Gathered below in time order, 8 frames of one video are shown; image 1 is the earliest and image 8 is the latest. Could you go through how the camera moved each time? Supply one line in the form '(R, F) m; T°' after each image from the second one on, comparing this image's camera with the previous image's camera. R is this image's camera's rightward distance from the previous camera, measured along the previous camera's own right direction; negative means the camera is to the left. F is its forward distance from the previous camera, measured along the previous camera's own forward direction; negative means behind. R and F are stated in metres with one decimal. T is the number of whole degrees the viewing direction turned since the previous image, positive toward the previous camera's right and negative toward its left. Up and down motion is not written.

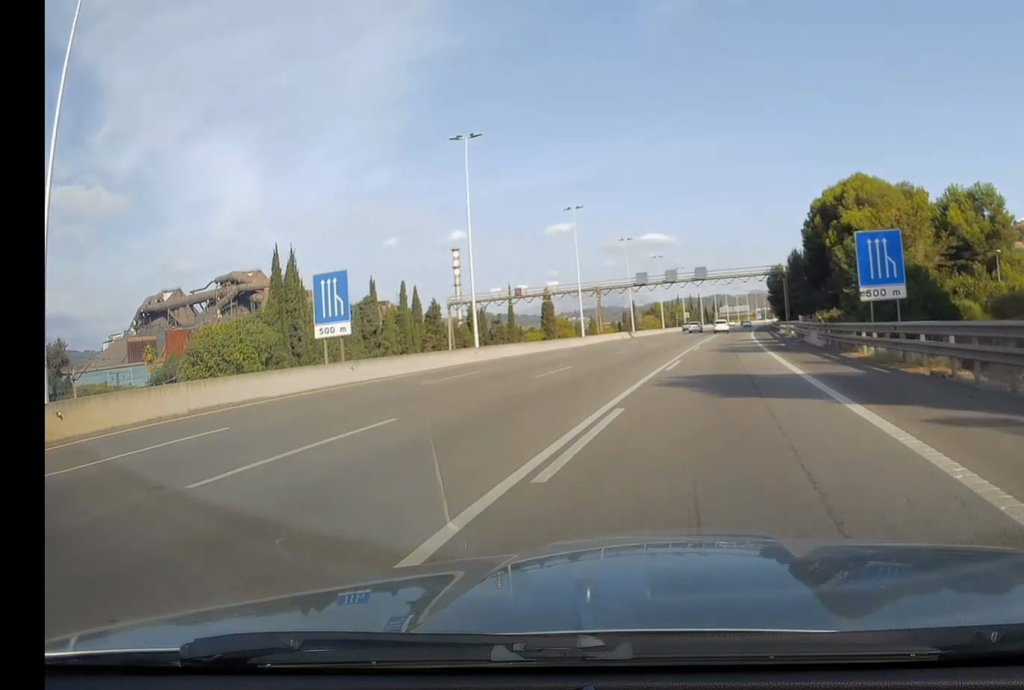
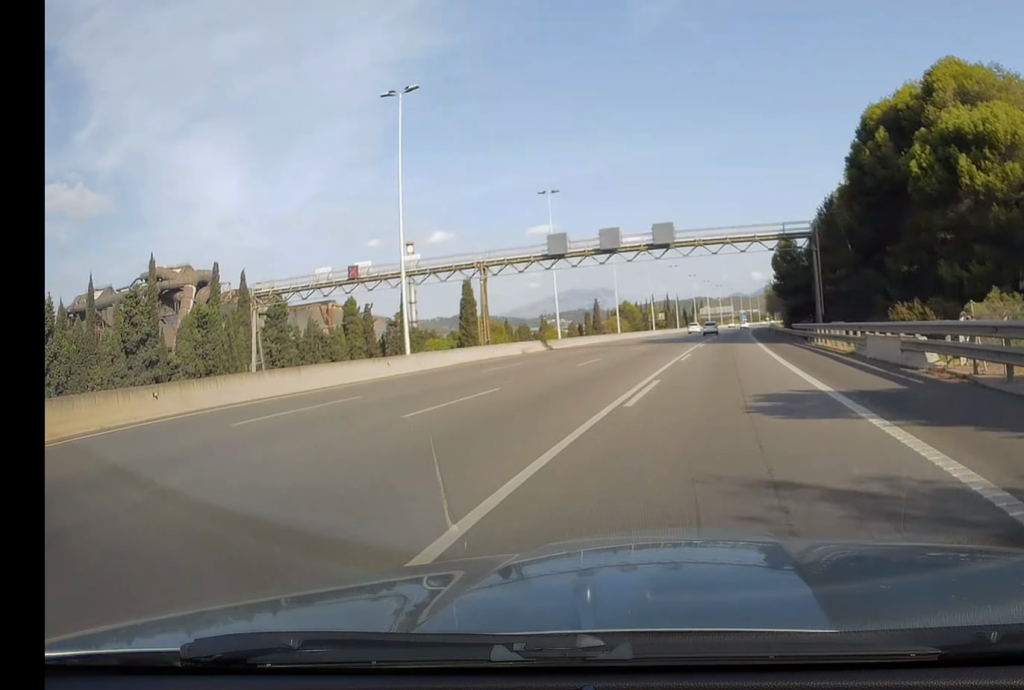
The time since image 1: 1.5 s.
(+0.4, +44.8) m; +1°
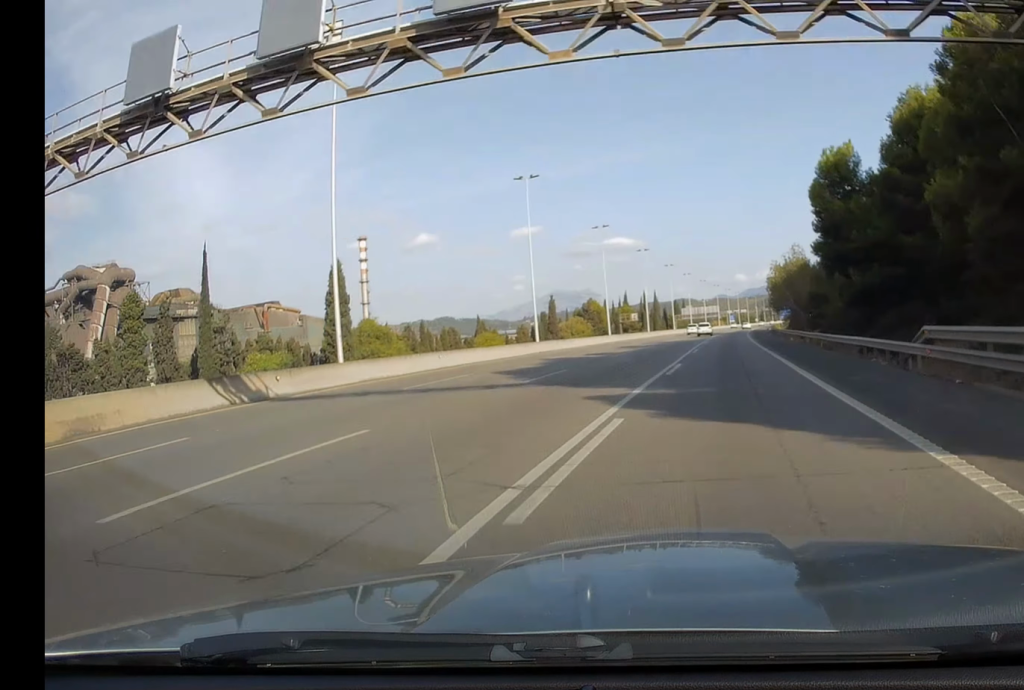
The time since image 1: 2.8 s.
(+0.5, +41.5) m; +1°
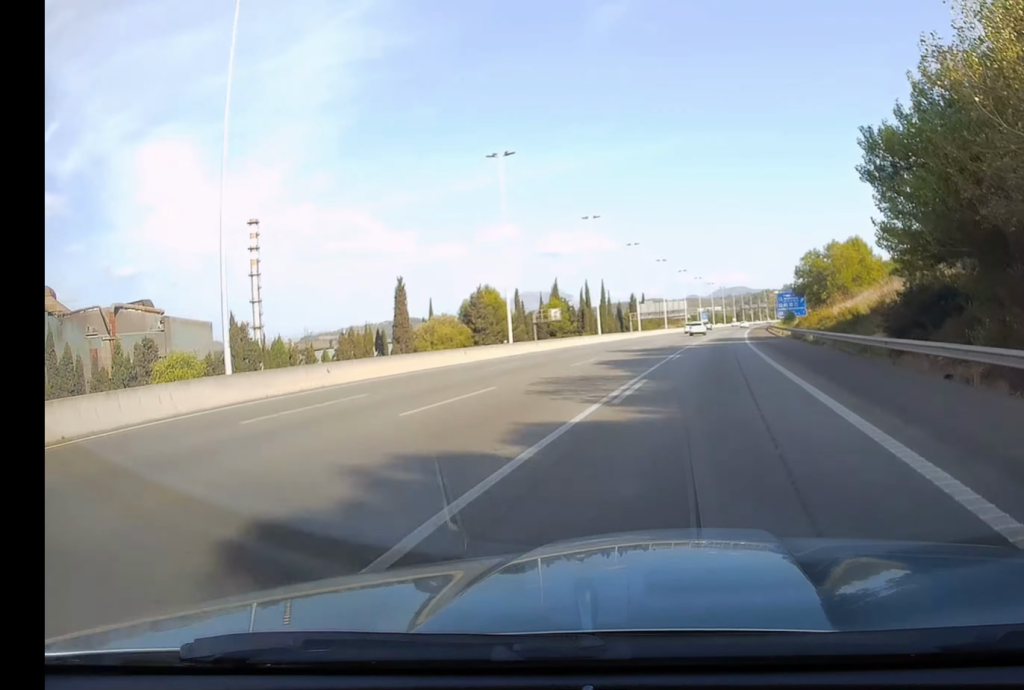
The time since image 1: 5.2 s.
(+1.6, +74.7) m; +2°
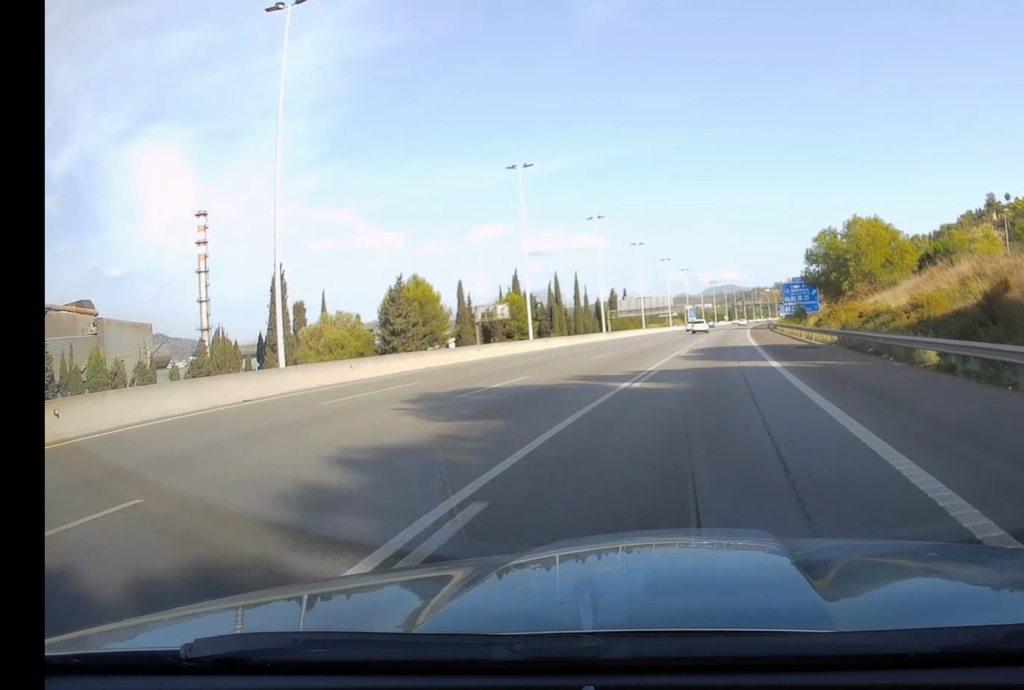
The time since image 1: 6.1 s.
(+0.2, +29.7) m; +1°
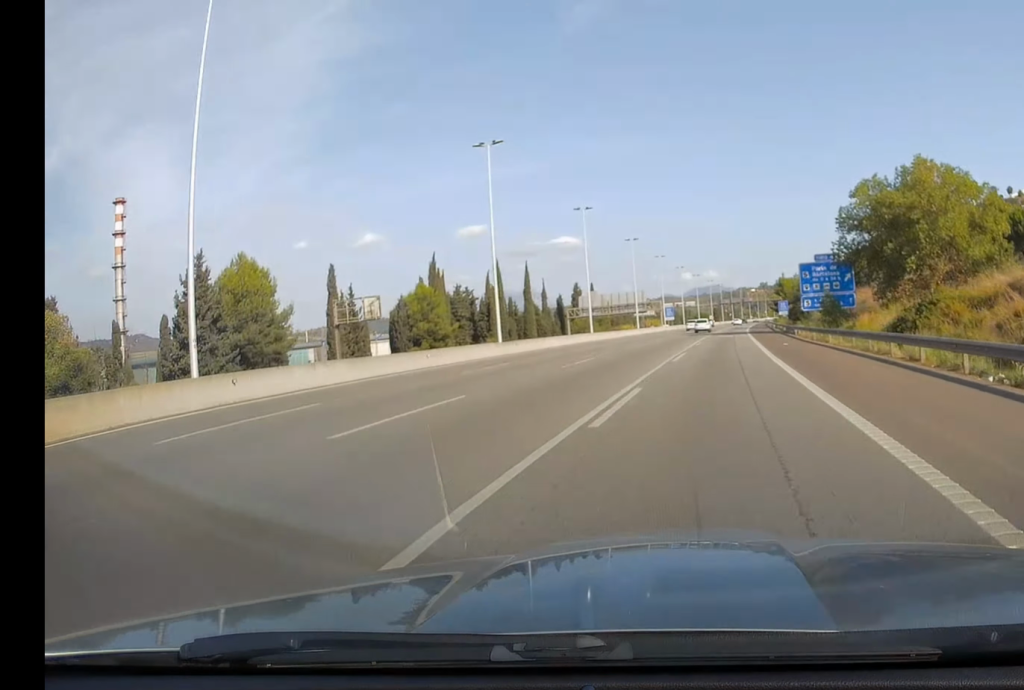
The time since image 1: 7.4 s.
(+0.3, +40.2) m; +1°
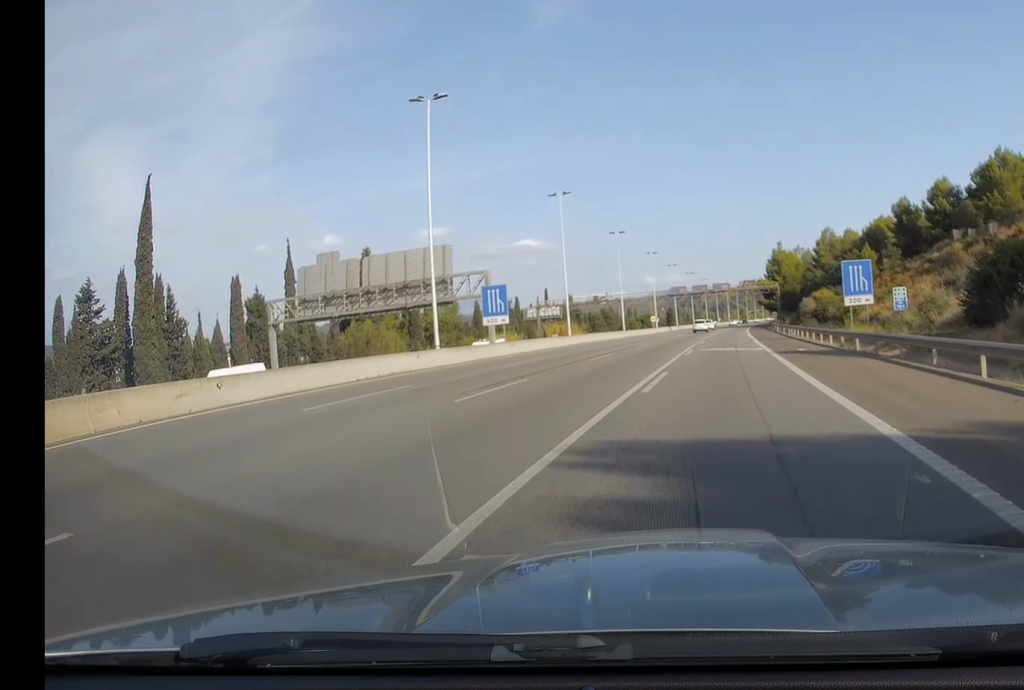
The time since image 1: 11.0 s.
(+3.1, +113.4) m; +3°
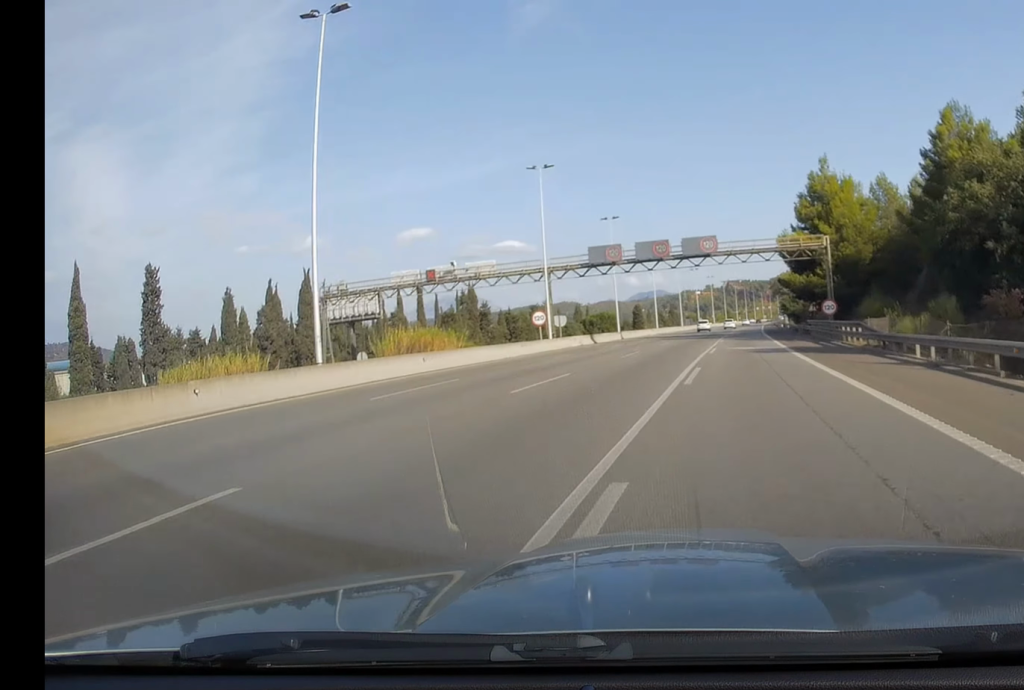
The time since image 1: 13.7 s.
(+1.1, +83.0) m; +1°
